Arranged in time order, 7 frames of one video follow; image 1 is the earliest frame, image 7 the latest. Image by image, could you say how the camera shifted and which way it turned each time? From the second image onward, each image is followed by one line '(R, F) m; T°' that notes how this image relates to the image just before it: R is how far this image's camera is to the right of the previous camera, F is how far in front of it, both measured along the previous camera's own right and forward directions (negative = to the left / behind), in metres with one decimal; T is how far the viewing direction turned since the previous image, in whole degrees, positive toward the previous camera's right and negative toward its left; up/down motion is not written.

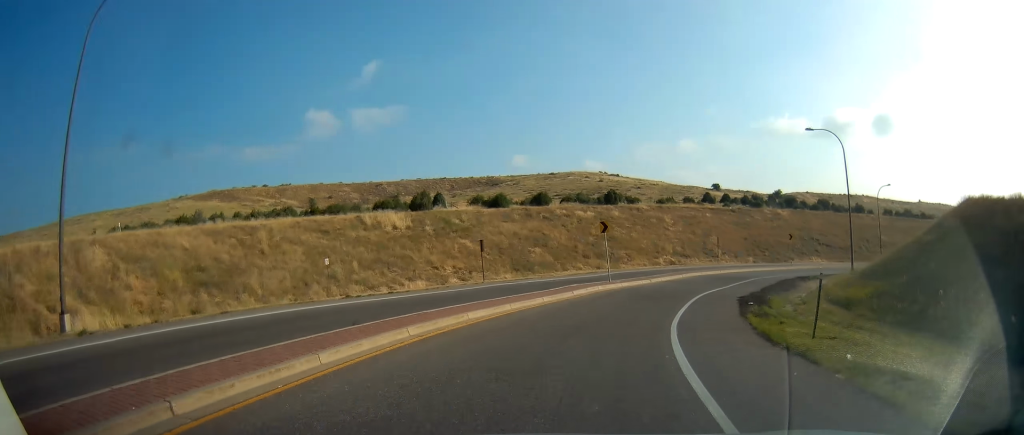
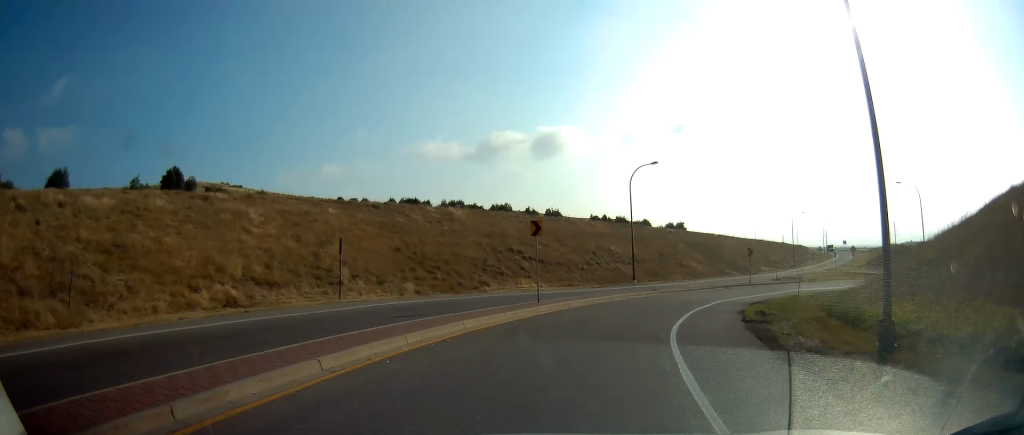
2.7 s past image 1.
(+9.9, +33.0) m; +35°
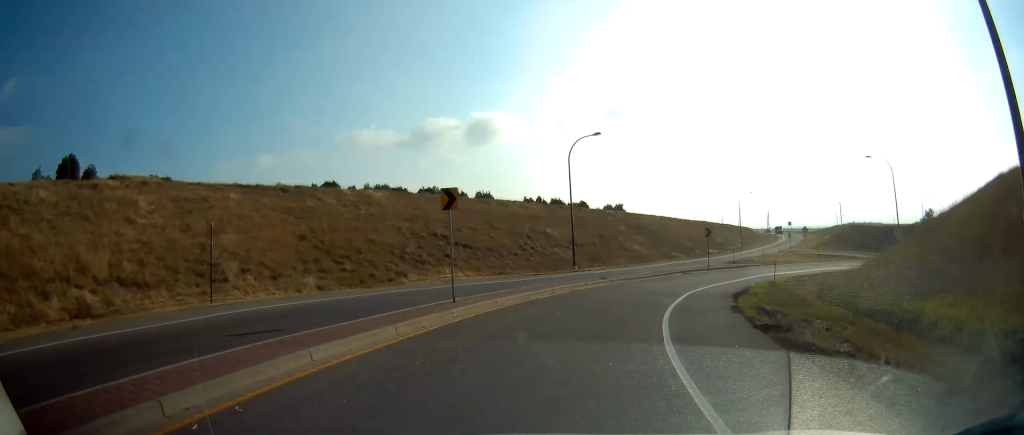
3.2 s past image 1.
(+0.4, +5.8) m; +7°
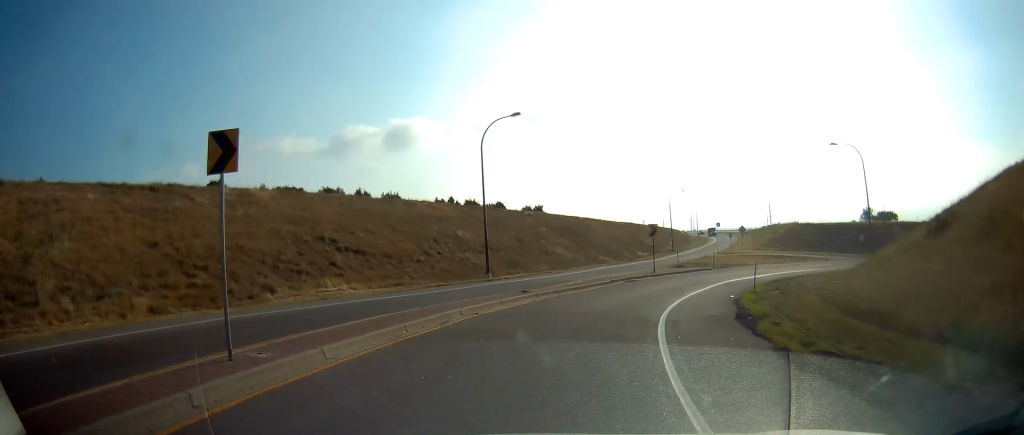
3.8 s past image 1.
(+0.9, +8.1) m; +9°
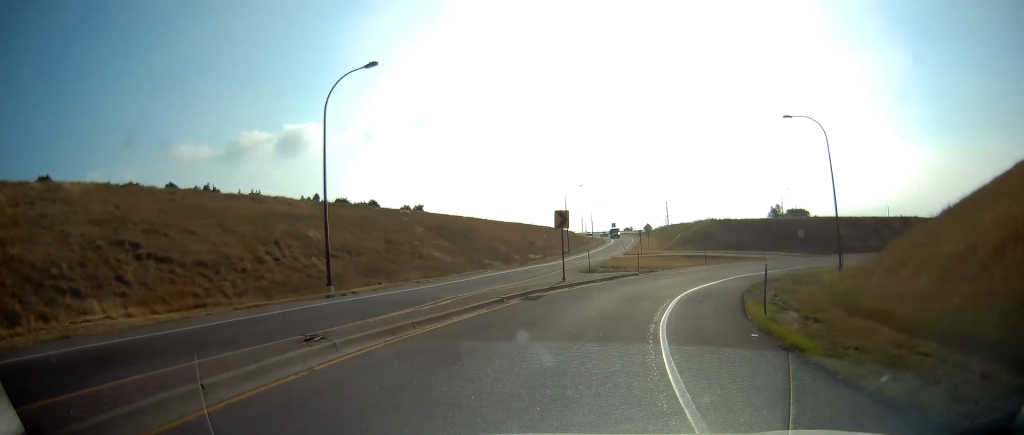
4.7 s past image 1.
(+1.0, +11.2) m; +11°
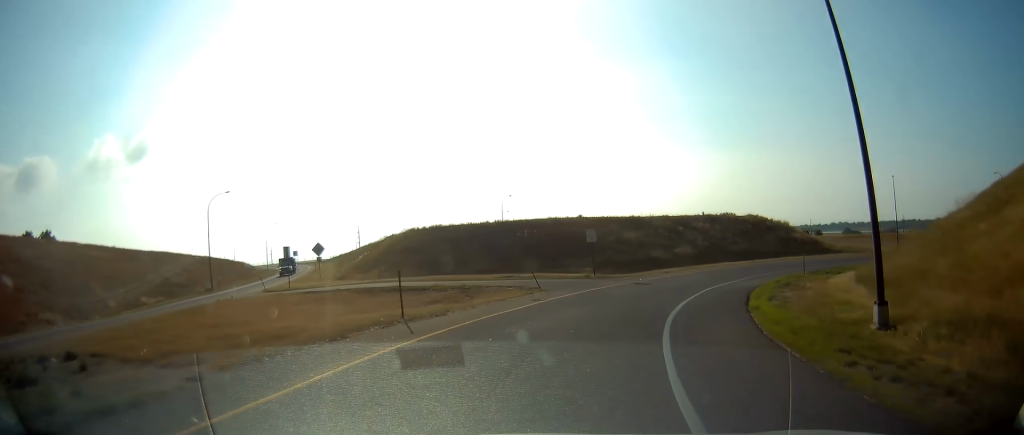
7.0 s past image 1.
(+7.5, +28.9) m; +34°
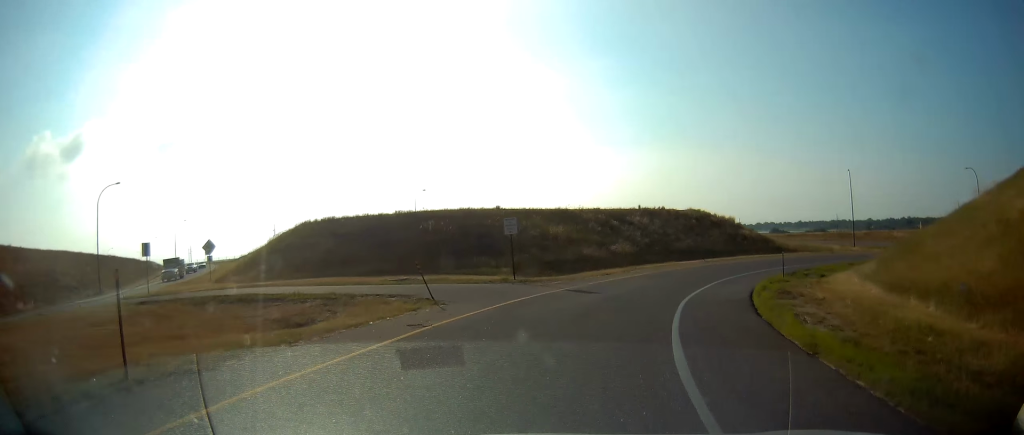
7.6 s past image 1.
(+1.4, +7.9) m; +6°
